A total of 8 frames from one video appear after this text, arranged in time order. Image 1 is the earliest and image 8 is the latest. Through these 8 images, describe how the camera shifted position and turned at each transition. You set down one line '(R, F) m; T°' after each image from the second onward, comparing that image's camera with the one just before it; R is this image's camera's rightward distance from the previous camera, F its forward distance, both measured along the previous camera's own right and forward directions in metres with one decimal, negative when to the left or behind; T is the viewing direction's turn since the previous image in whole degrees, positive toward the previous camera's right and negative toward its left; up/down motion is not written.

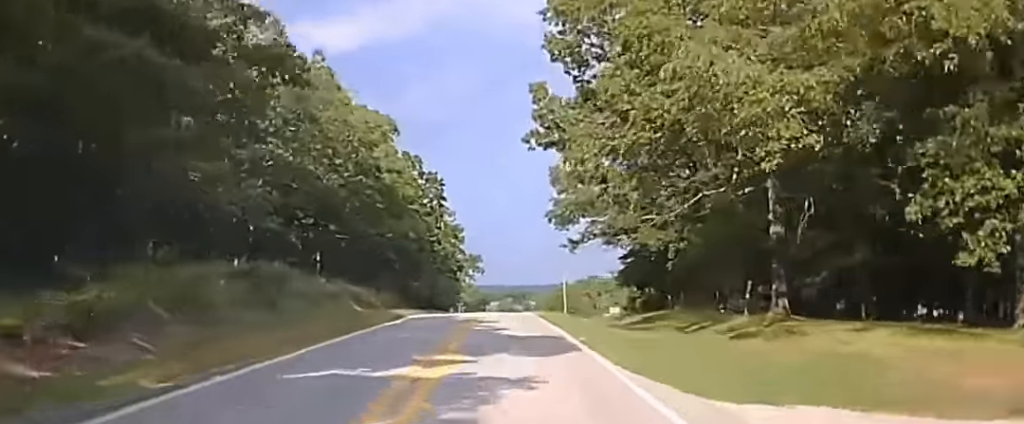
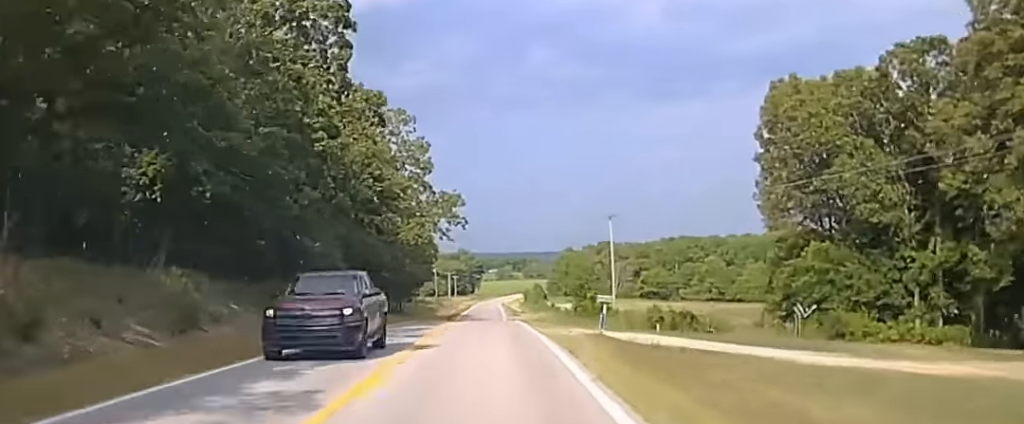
(+0.2, +75.3) m; 0°
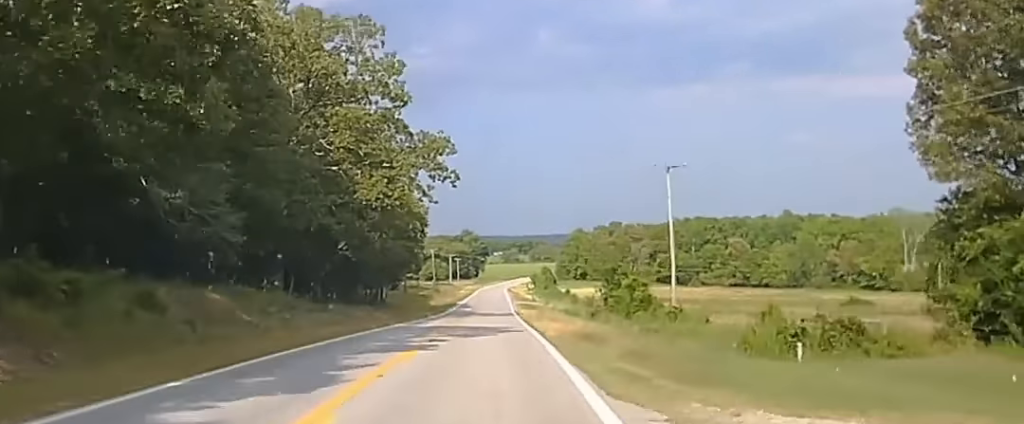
(0.0, +26.0) m; 0°
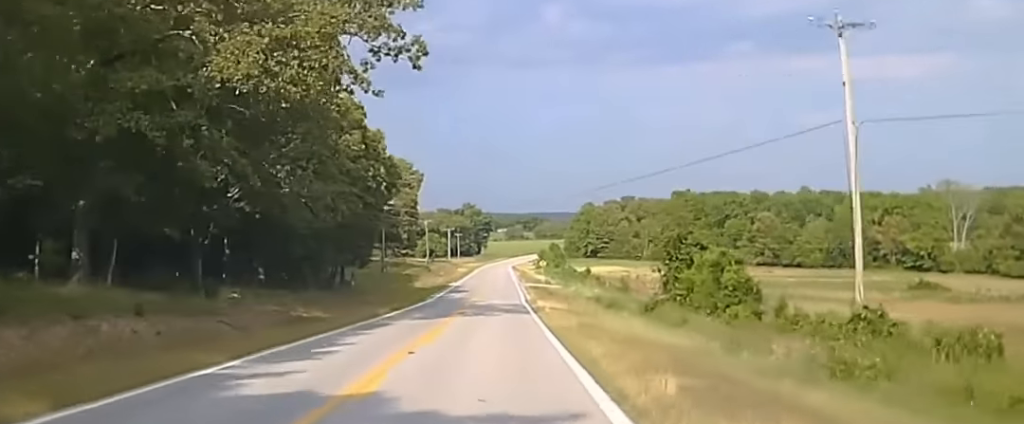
(0.0, +31.4) m; 0°
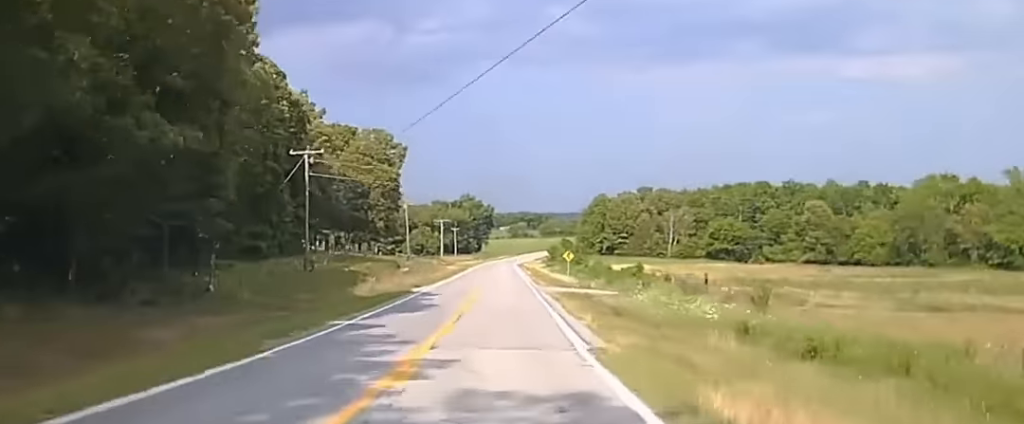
(-0.4, +46.6) m; -1°
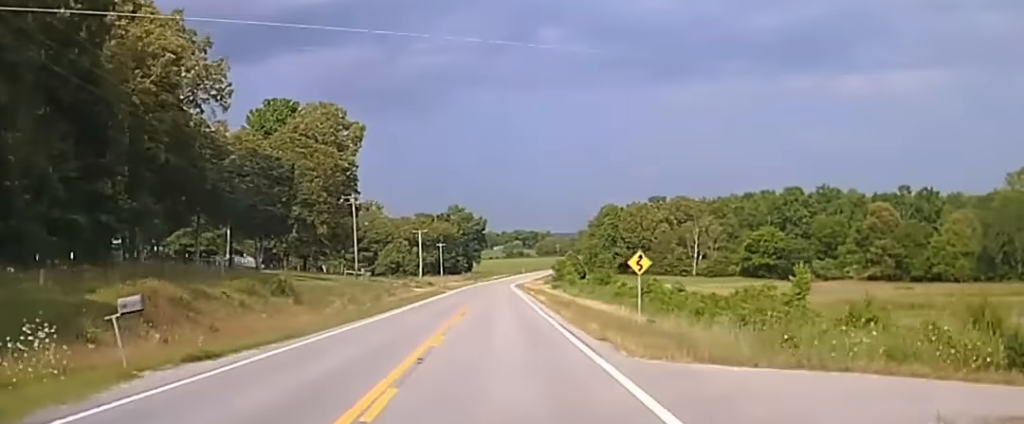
(0.0, +51.1) m; +1°
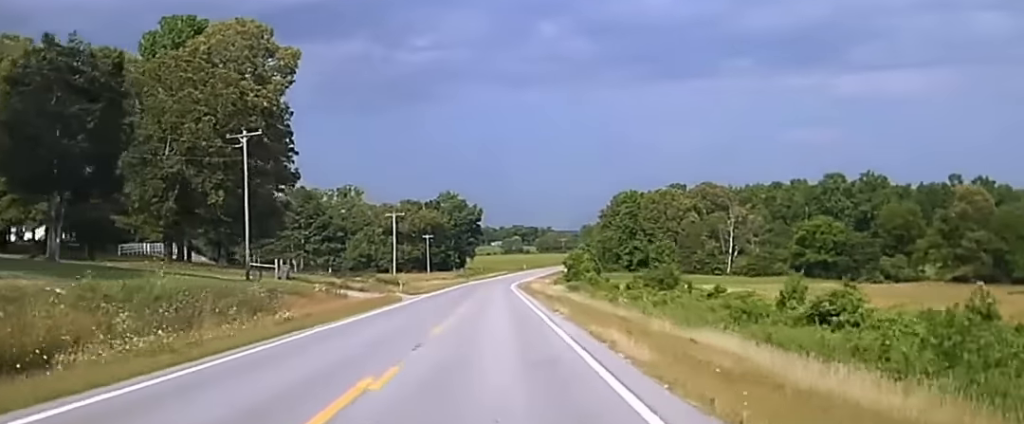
(+0.6, +43.5) m; 0°
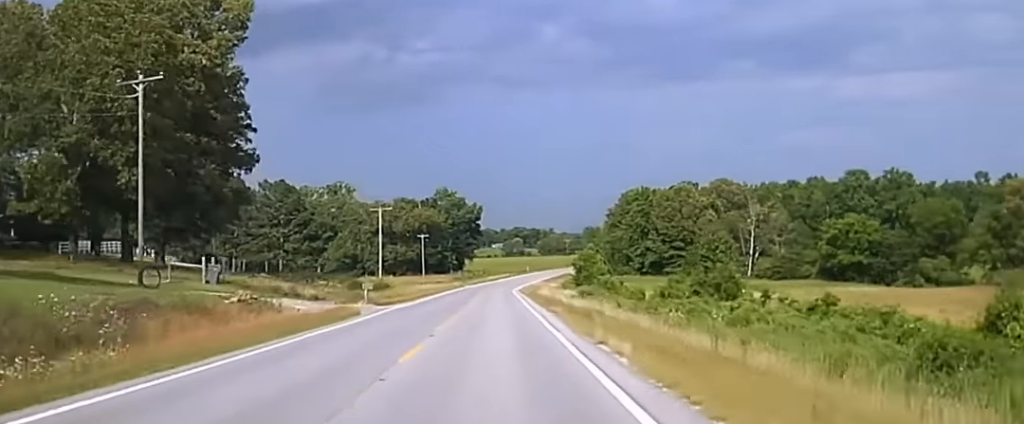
(-0.3, +21.4) m; 0°
